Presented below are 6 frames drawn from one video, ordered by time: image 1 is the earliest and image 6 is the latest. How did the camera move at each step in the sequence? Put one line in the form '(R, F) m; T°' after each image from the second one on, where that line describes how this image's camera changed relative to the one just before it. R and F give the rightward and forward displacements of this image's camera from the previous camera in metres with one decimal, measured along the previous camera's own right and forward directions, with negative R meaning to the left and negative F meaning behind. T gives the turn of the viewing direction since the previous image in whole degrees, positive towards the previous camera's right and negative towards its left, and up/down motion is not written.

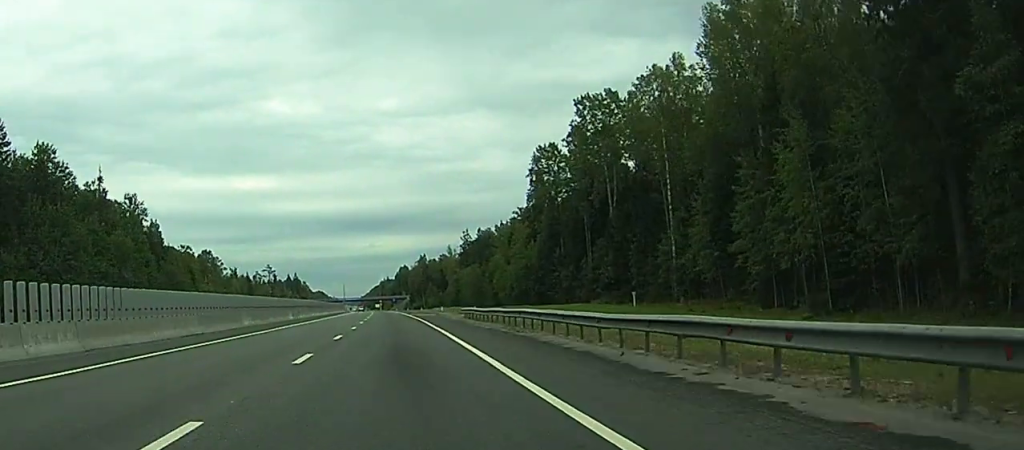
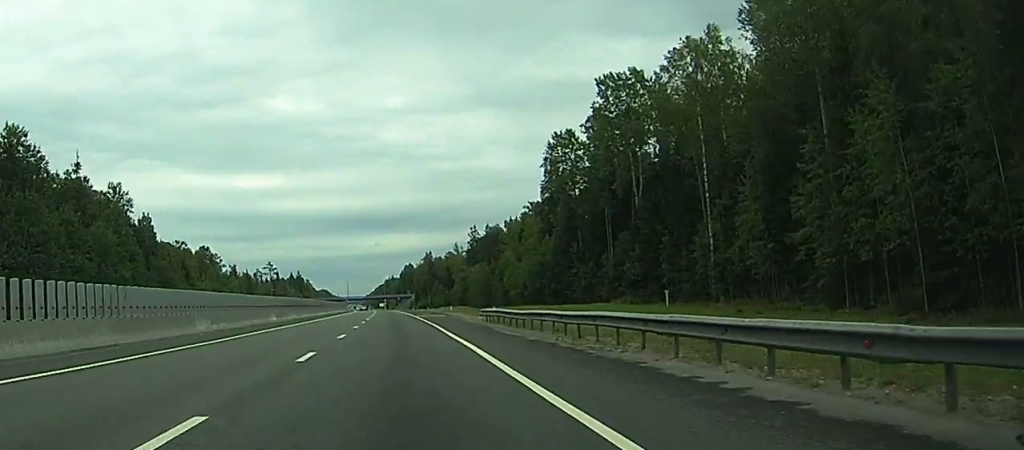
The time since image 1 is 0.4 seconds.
(0.0, +11.8) m; 0°
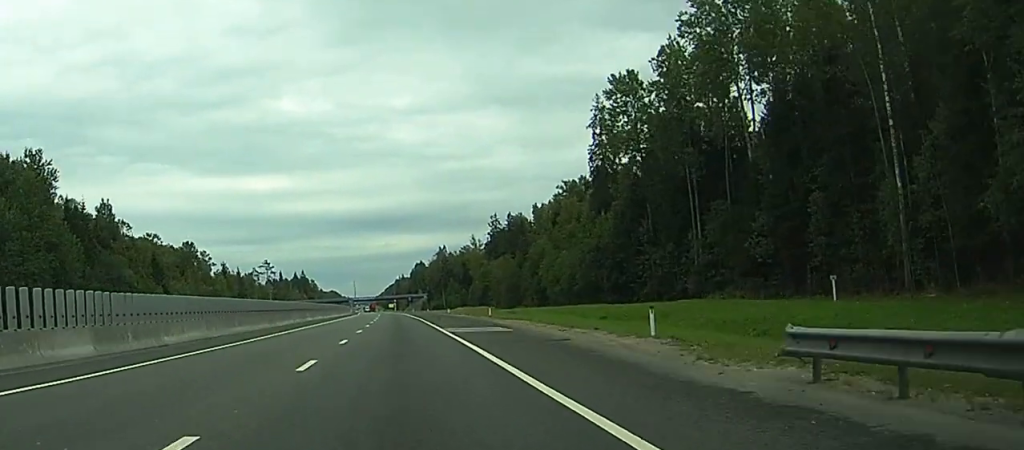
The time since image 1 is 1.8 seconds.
(-0.6, +37.1) m; -2°
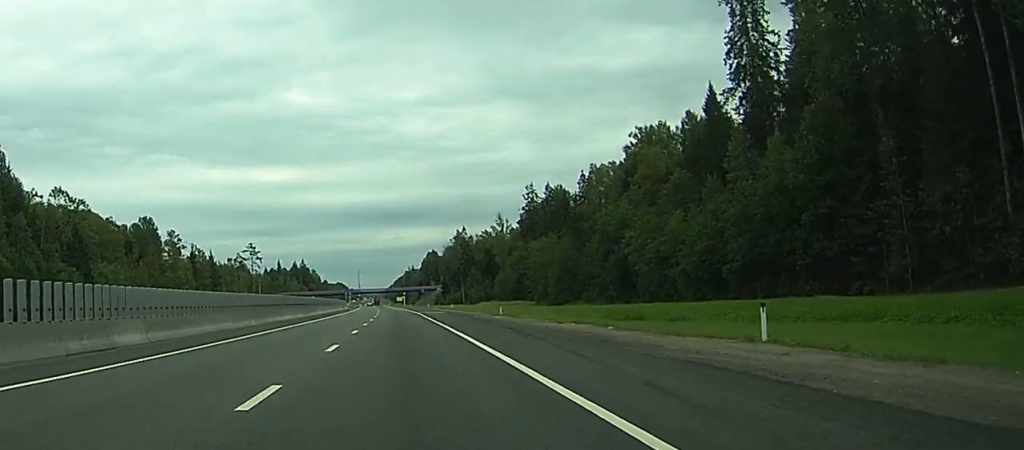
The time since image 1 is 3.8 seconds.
(-1.2, +54.7) m; -2°
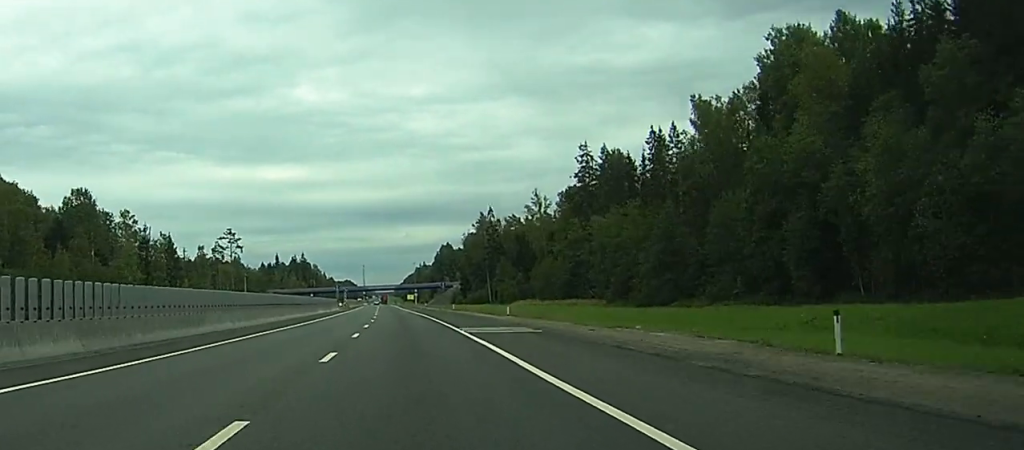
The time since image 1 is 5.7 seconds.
(-0.2, +50.9) m; 0°
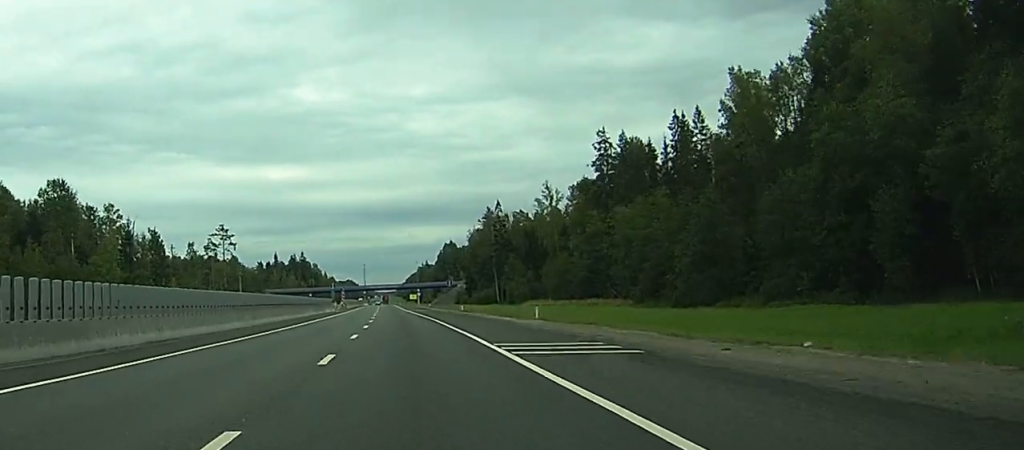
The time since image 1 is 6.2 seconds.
(0.0, +12.6) m; 0°
